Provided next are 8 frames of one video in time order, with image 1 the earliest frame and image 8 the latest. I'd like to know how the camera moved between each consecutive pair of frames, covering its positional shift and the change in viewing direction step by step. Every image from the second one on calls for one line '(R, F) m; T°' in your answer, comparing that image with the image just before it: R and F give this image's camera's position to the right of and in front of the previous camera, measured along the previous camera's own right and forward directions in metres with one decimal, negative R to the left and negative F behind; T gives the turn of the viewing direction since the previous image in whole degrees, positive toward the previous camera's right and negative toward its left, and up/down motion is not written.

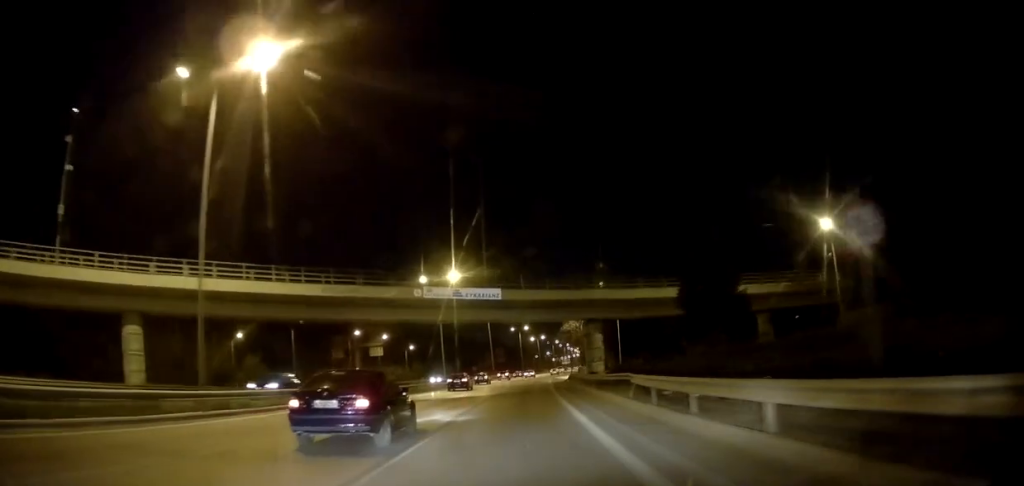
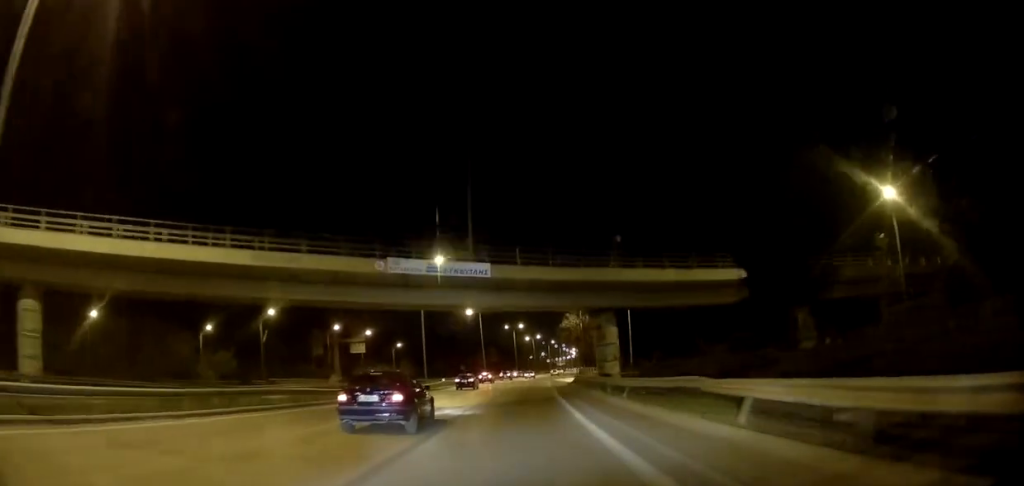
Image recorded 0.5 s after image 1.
(-0.1, +10.6) m; +1°
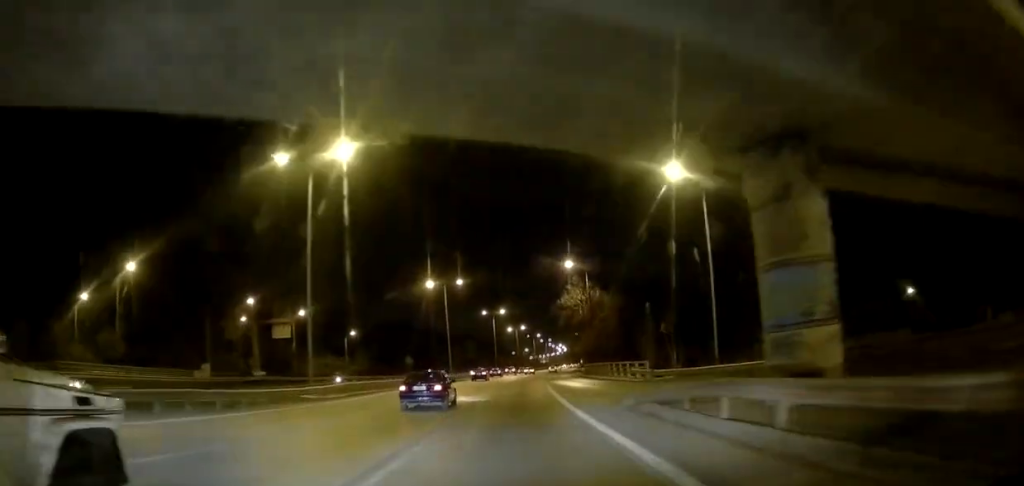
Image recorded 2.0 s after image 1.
(+1.0, +31.4) m; +3°
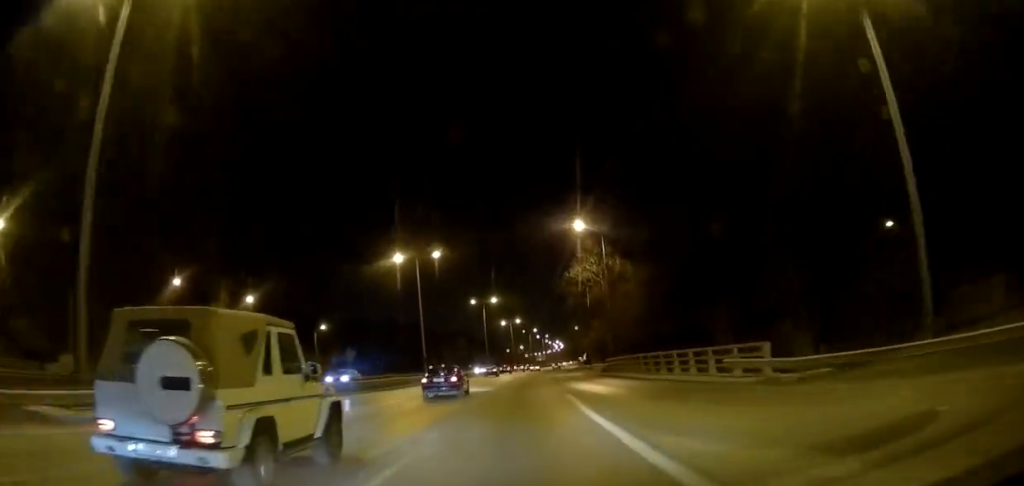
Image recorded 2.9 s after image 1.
(-0.2, +18.6) m; 0°
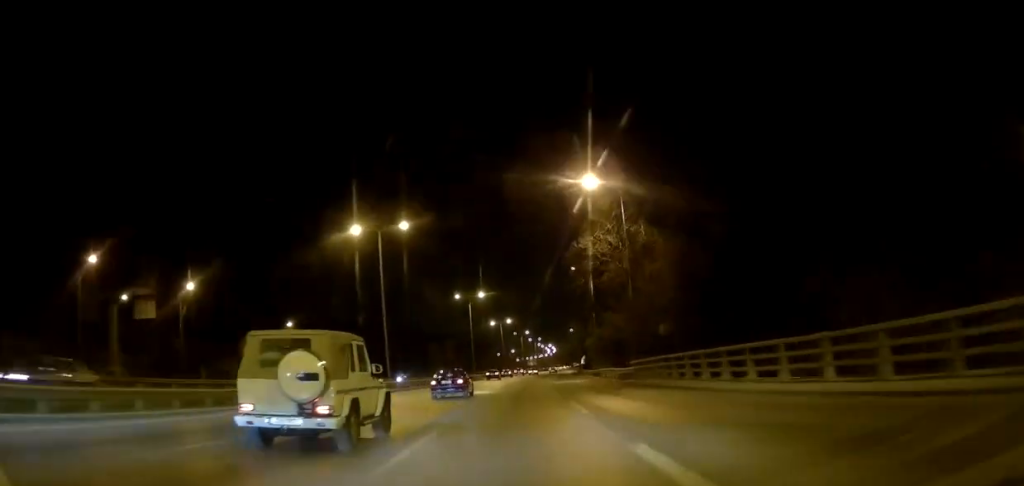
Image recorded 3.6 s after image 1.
(0.0, +14.5) m; 0°
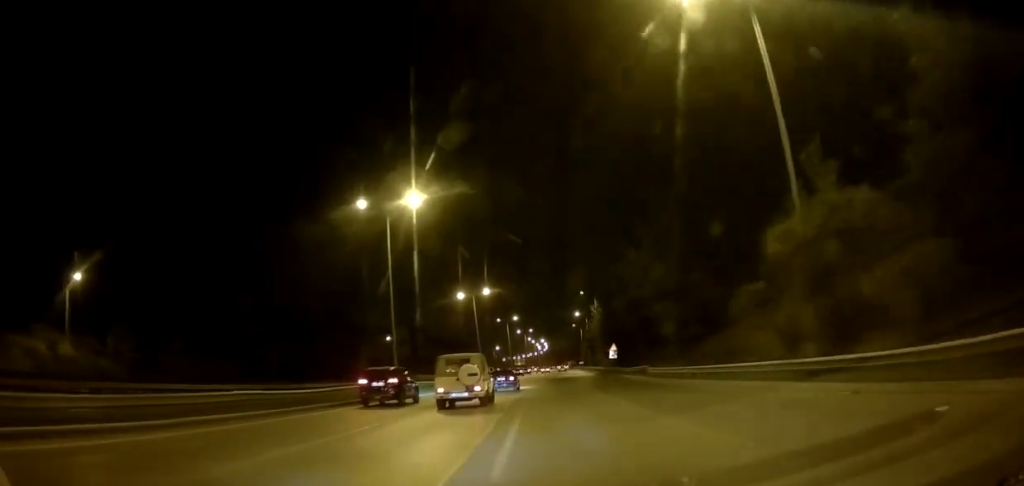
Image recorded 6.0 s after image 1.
(+0.4, +55.9) m; +2°
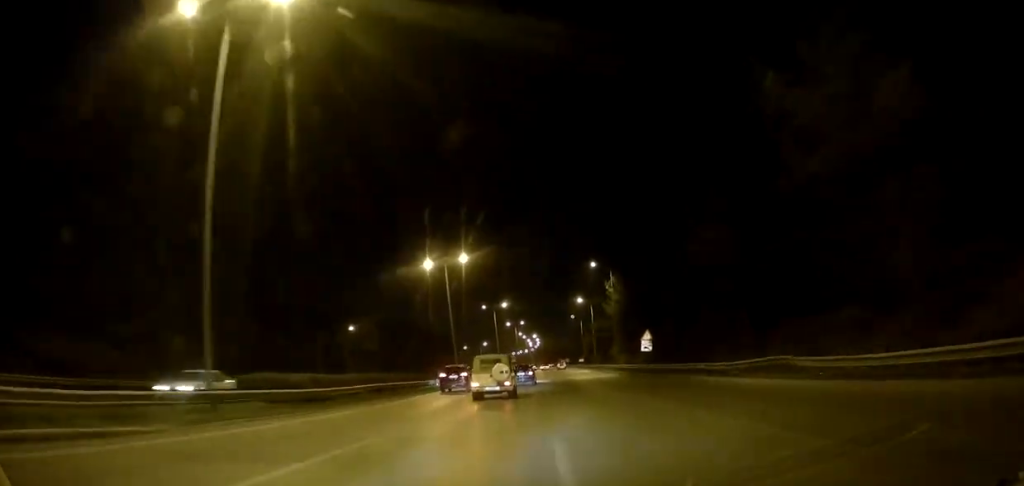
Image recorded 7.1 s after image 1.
(+0.6, +23.1) m; +2°
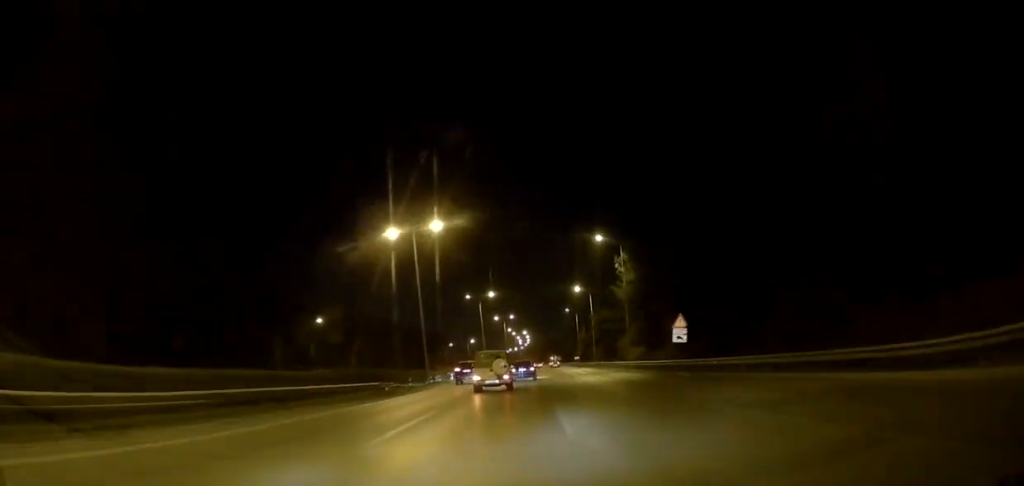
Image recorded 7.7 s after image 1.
(-0.1, +13.9) m; +1°
